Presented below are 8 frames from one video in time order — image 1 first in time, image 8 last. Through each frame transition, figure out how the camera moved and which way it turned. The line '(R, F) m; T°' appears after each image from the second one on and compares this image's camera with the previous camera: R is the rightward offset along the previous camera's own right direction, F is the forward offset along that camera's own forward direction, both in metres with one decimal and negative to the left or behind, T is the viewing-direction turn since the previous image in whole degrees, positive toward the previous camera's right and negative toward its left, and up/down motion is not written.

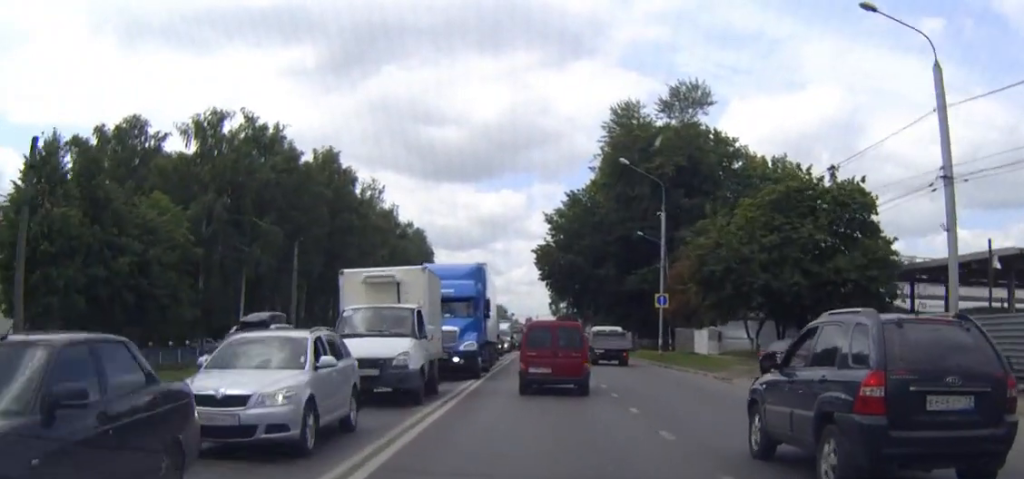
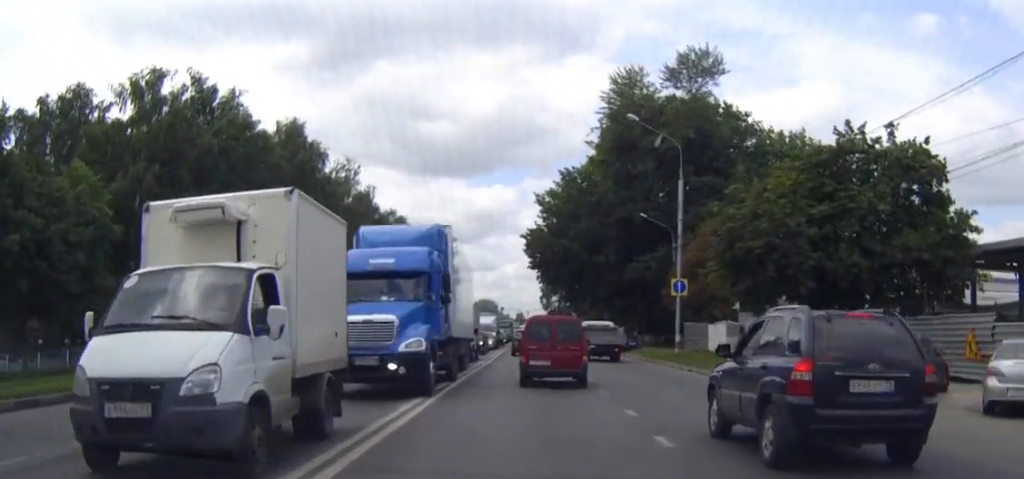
(+0.1, +9.3) m; 0°
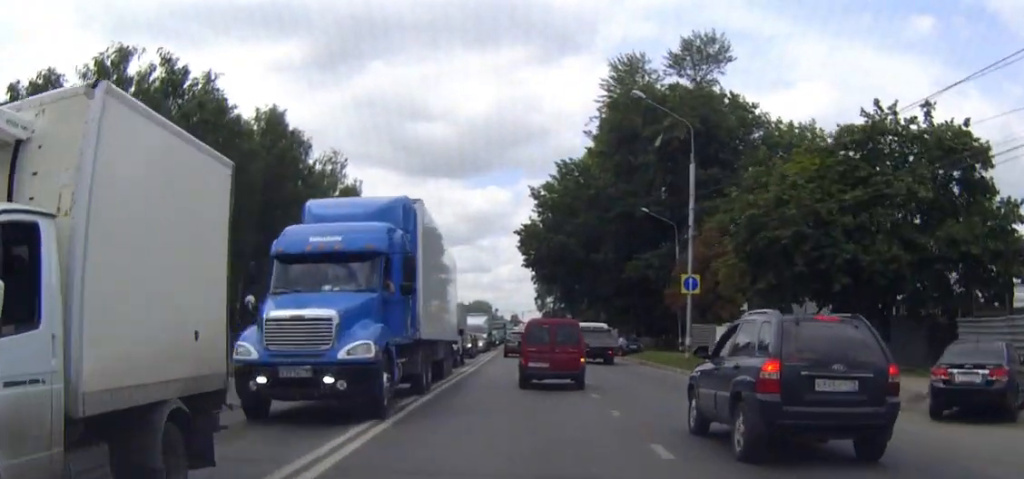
(0.0, +4.5) m; 0°
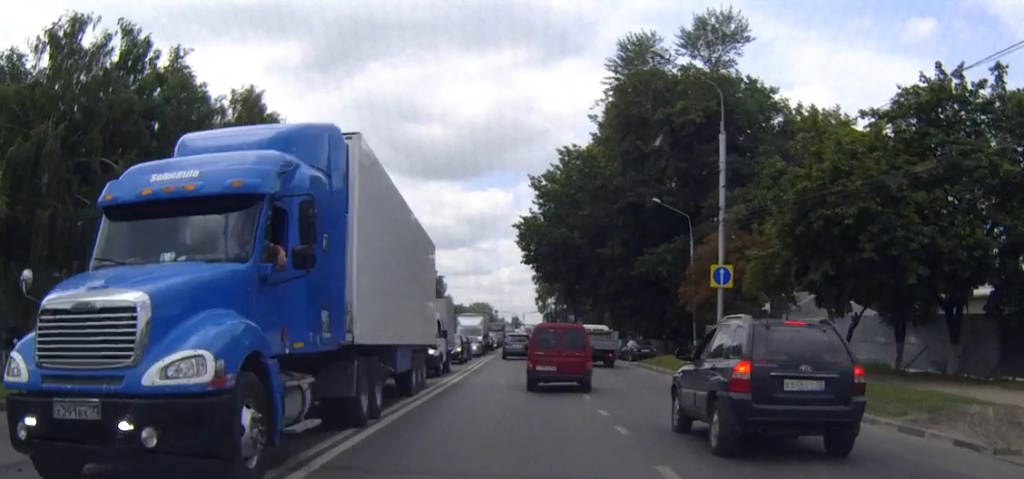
(-0.1, +6.3) m; -1°
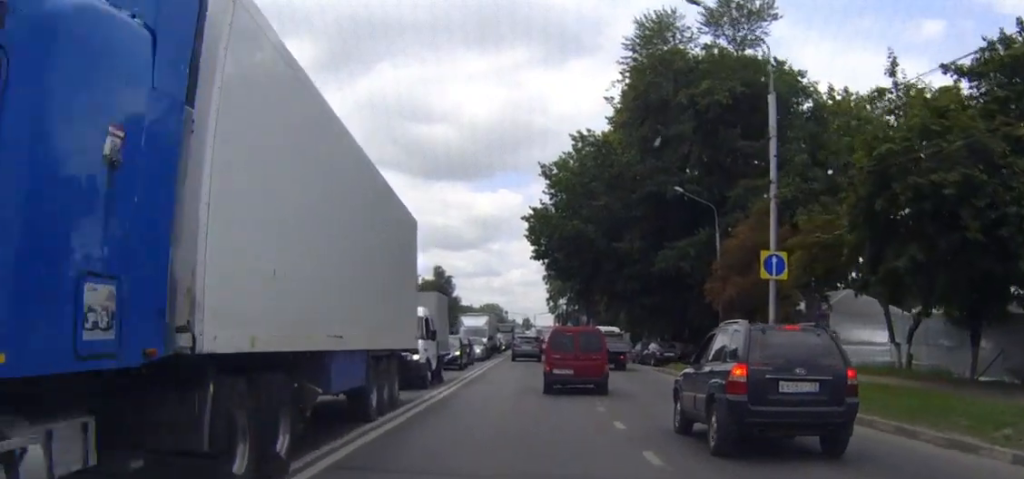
(0.0, +5.6) m; -1°
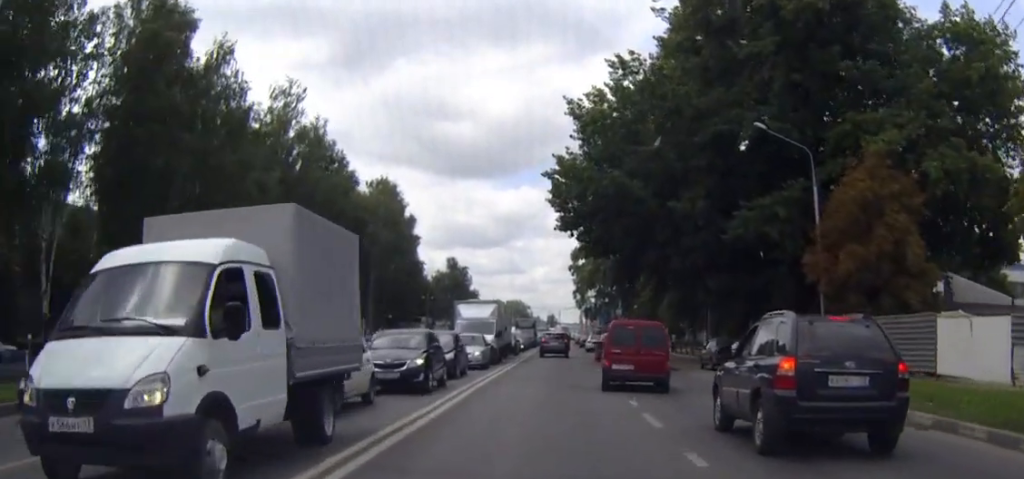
(-0.4, +16.4) m; -1°
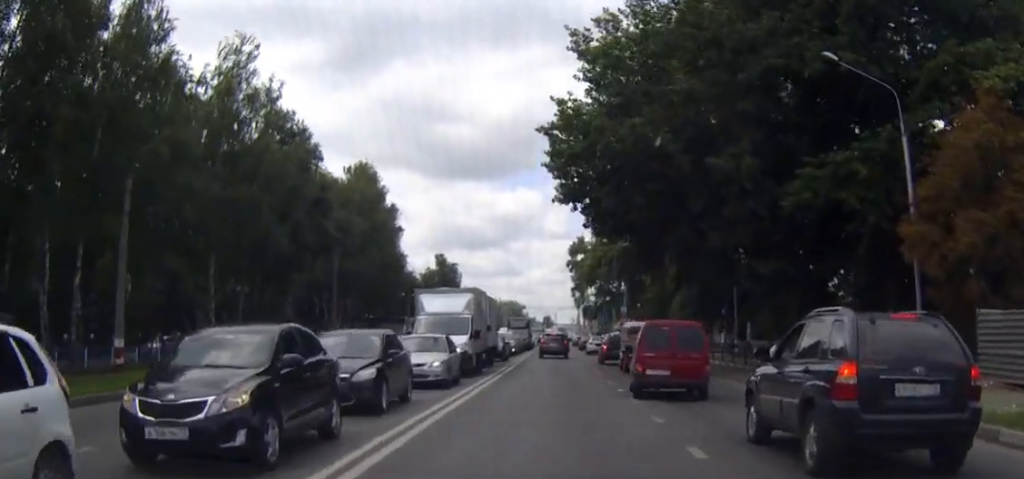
(0.0, +11.1) m; 0°
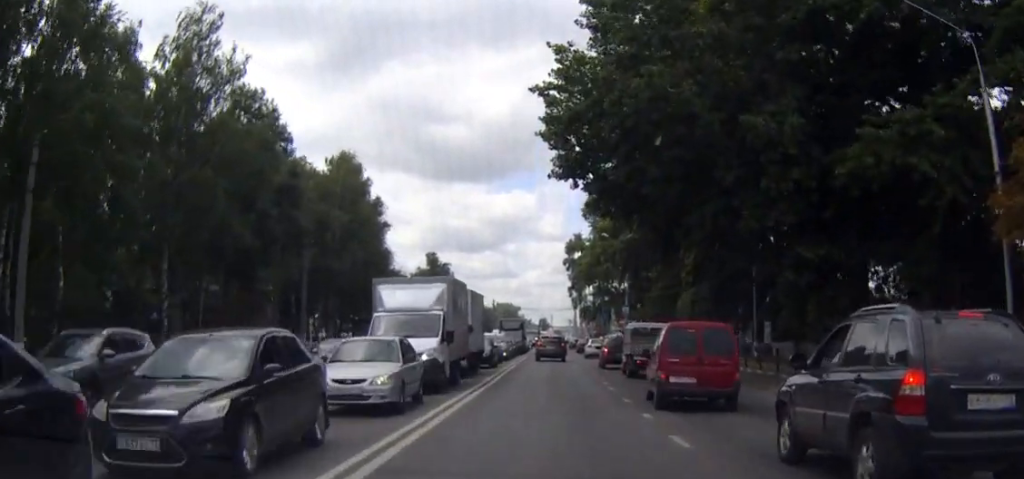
(0.0, +6.7) m; 0°
